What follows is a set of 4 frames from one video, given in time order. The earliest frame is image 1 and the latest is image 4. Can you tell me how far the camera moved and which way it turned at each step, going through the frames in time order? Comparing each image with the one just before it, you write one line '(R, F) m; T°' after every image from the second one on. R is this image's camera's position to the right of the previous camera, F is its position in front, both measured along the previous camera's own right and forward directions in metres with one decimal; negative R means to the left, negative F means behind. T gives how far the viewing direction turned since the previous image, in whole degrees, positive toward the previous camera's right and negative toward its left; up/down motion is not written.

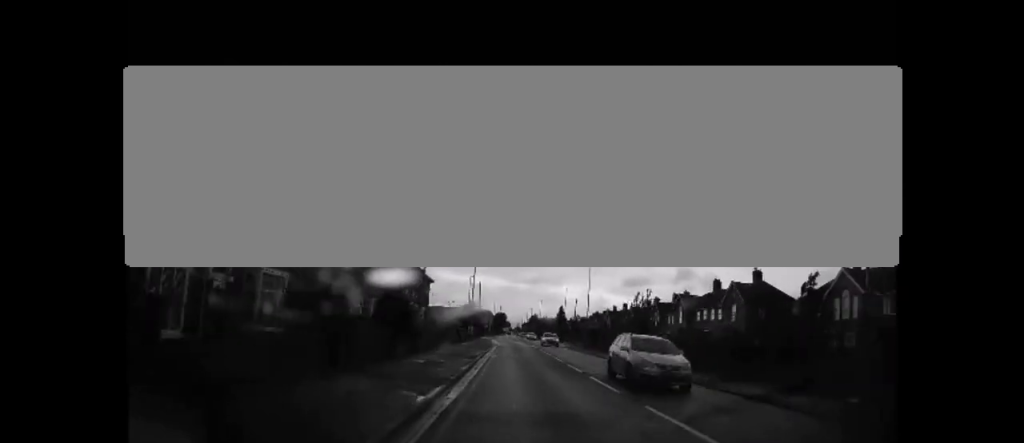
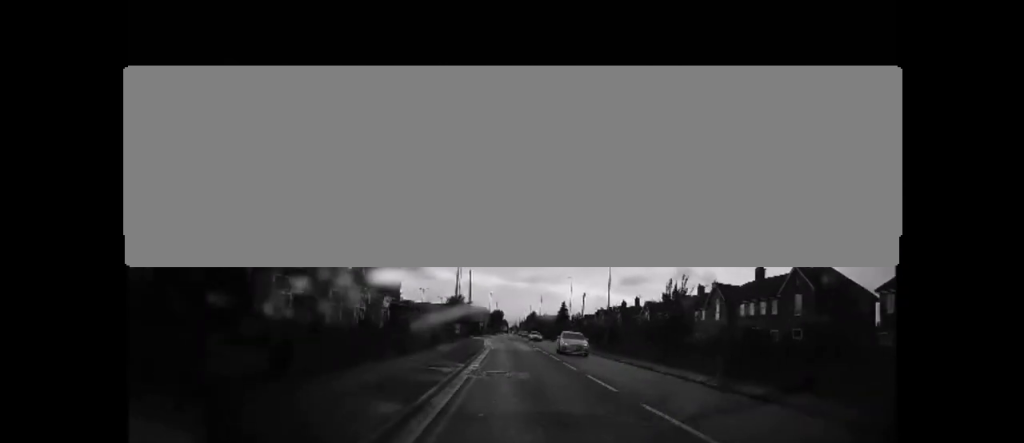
(-0.1, +12.6) m; 0°
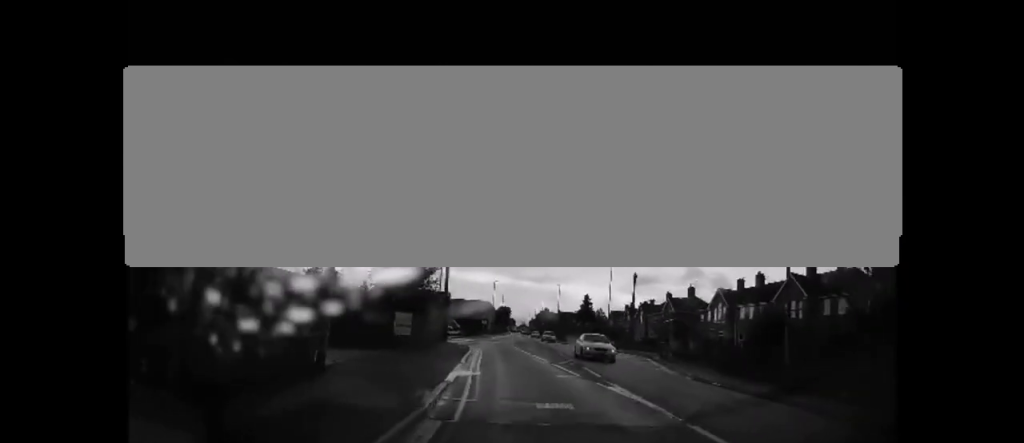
(+0.2, +26.9) m; 0°
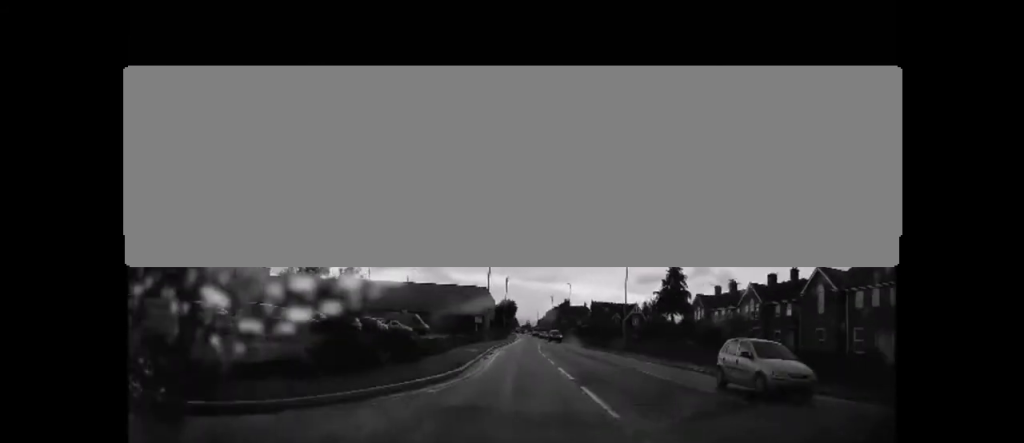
(-0.9, +50.8) m; 0°
